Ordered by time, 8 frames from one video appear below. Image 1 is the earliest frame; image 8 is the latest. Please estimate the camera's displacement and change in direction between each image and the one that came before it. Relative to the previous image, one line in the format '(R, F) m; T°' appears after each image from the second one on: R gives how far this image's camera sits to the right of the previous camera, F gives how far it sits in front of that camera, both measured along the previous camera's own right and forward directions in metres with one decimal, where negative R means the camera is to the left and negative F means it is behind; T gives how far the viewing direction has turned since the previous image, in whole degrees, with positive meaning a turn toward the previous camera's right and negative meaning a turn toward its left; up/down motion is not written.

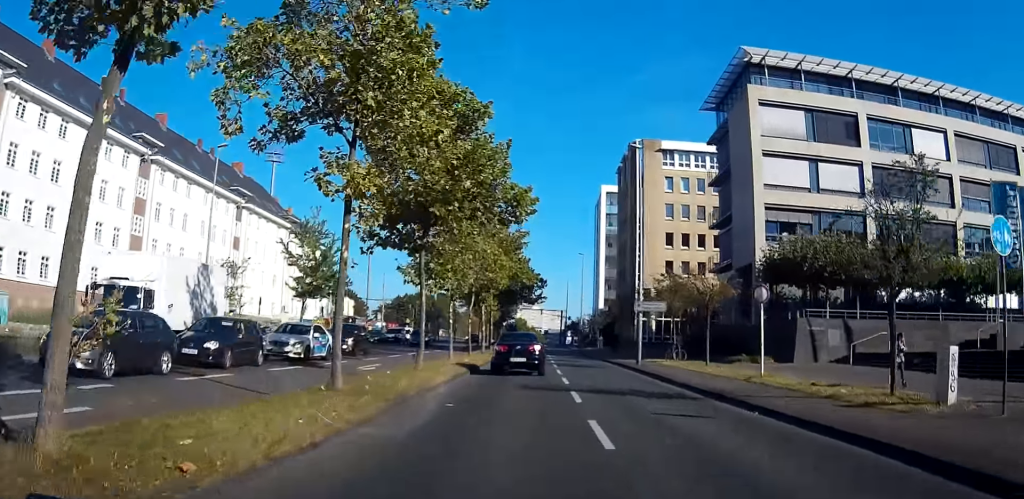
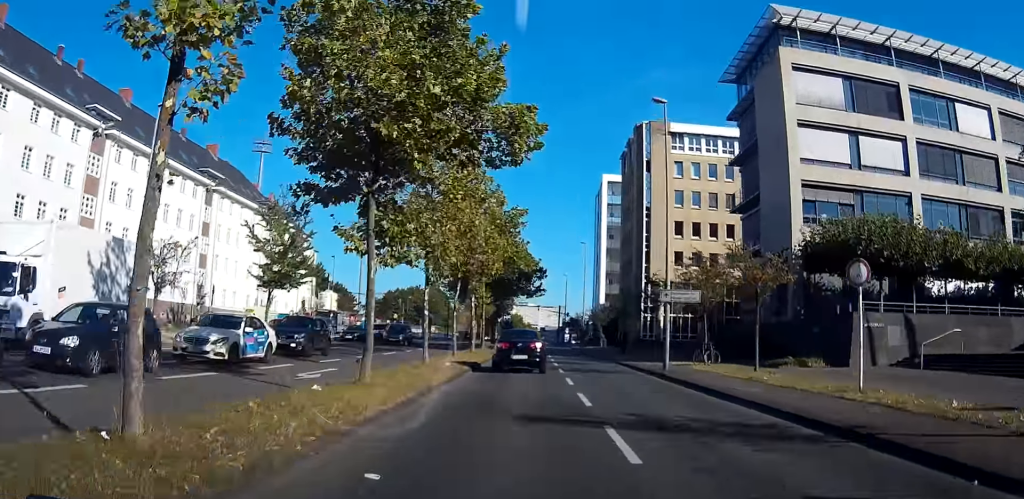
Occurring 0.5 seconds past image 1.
(0.0, +6.7) m; +1°
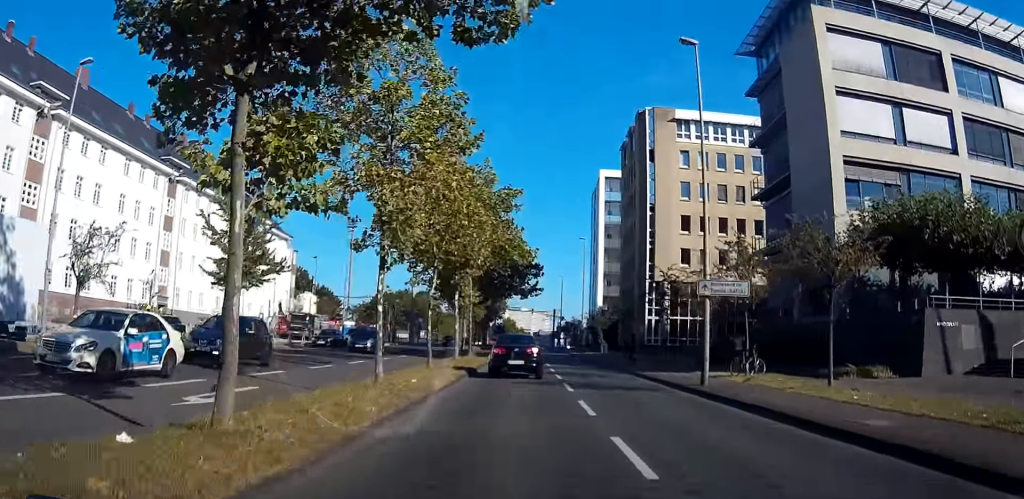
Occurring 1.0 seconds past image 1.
(+0.2, +6.1) m; 0°
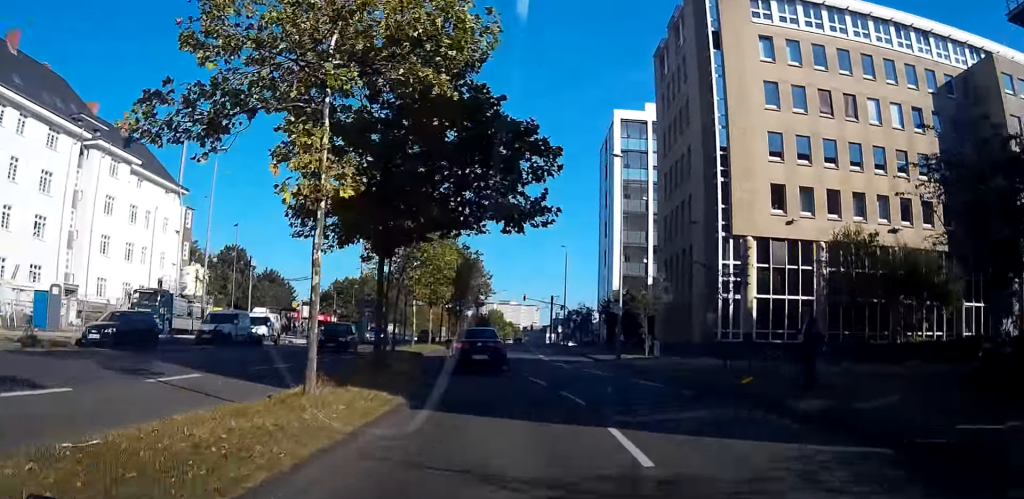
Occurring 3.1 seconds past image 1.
(-0.9, +27.8) m; -4°
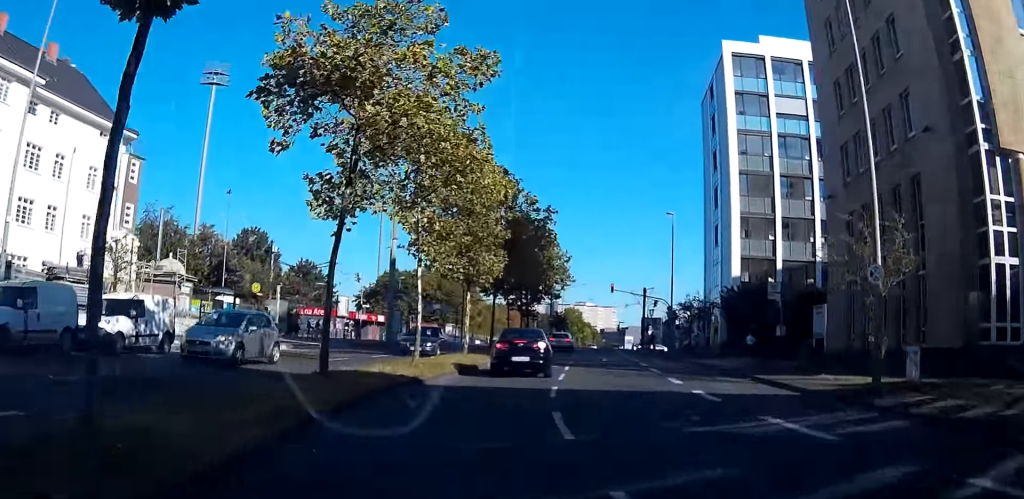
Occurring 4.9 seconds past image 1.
(+0.4, +19.4) m; +6°
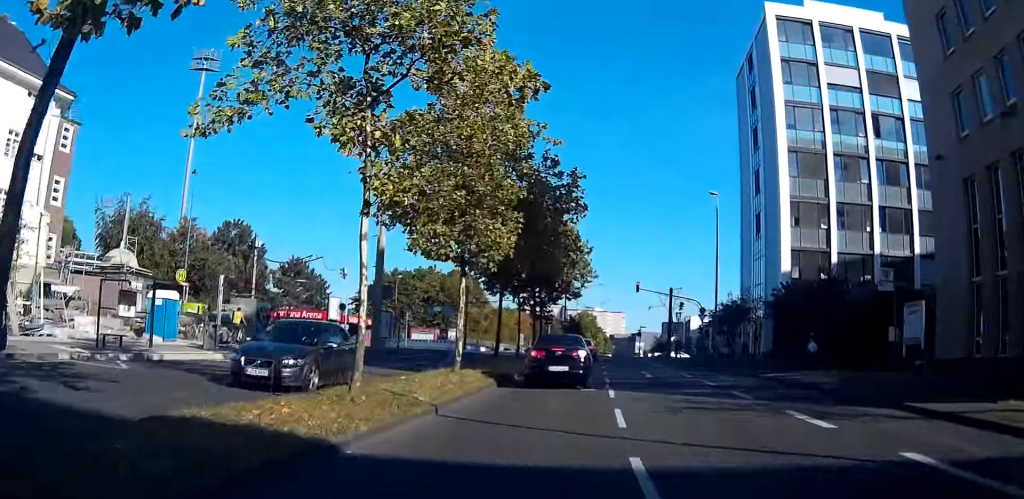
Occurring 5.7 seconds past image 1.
(+0.4, +7.8) m; +6°
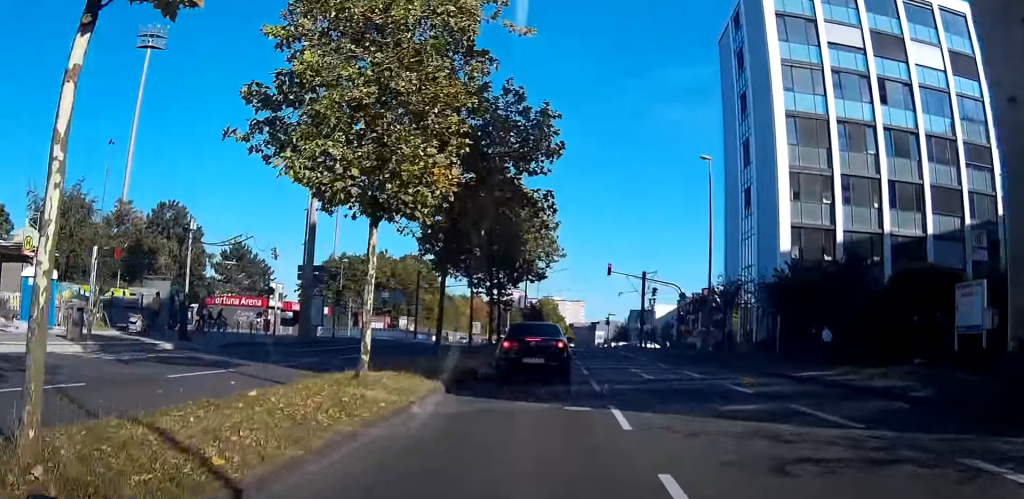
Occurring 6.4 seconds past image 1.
(+0.2, +5.9) m; +4°
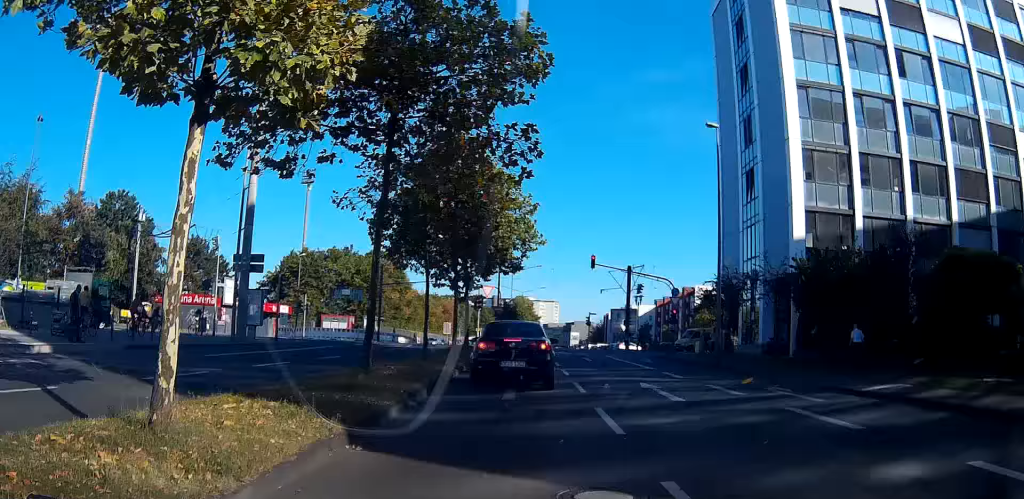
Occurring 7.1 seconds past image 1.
(+0.2, +3.8) m; +1°
